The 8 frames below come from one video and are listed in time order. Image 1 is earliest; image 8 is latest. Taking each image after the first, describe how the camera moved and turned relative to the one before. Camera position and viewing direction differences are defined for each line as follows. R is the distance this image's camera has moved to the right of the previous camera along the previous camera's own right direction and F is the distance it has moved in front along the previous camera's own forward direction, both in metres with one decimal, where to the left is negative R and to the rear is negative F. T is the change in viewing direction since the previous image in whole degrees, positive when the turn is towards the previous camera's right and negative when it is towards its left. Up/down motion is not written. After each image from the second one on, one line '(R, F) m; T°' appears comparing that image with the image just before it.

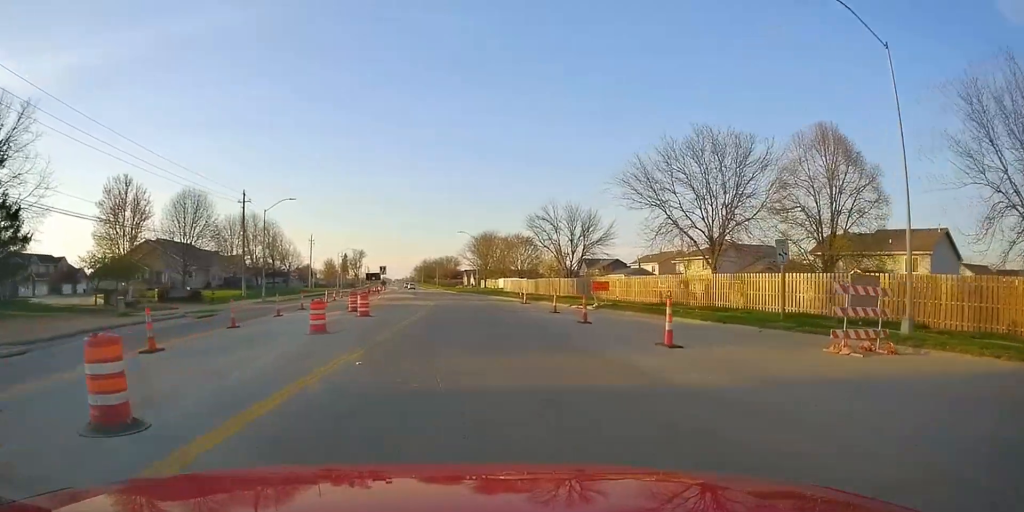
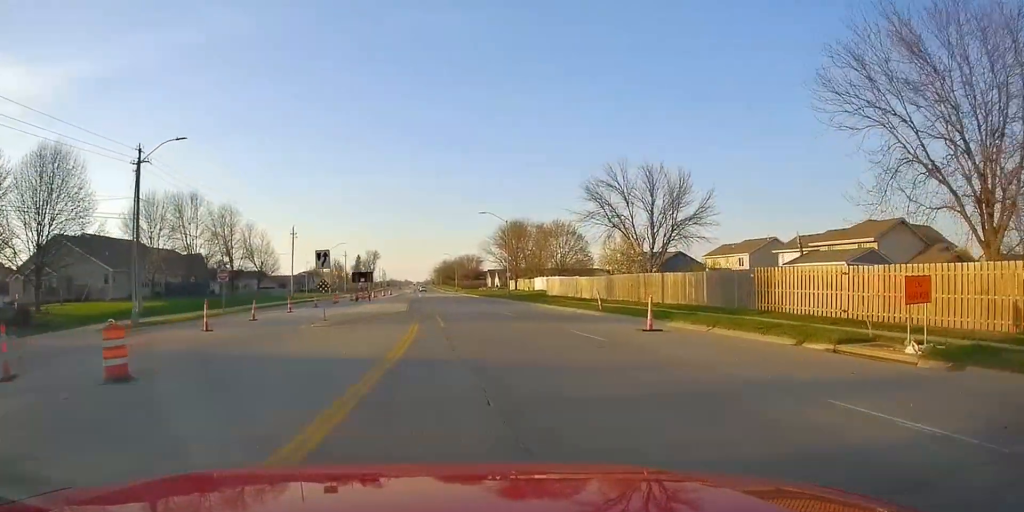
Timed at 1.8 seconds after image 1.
(+0.6, +28.0) m; 0°
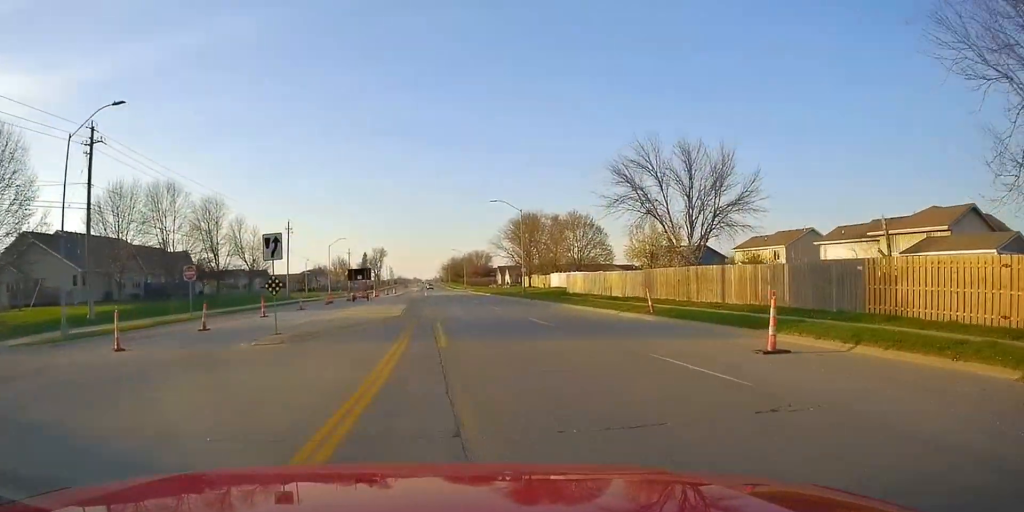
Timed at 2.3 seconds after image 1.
(-0.2, +7.5) m; 0°
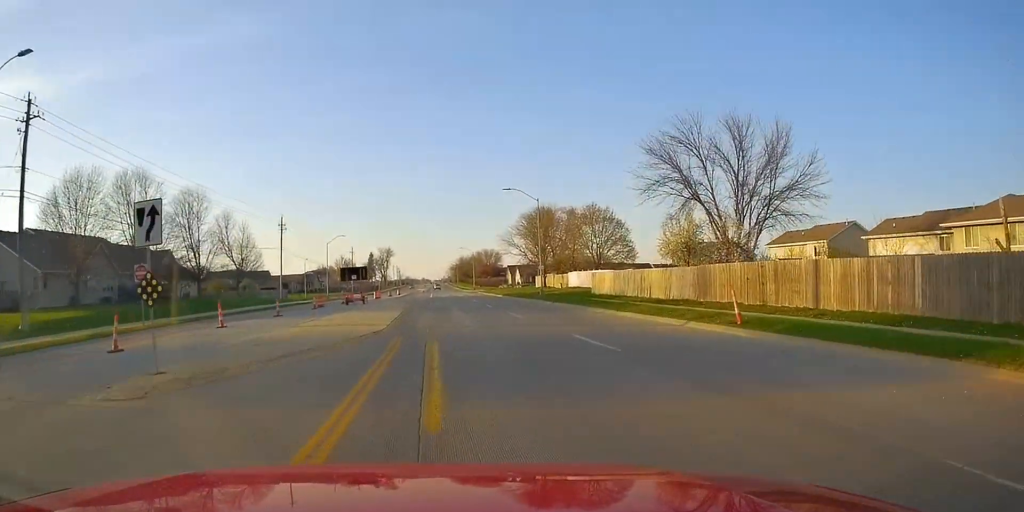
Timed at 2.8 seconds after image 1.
(-0.2, +7.5) m; 0°
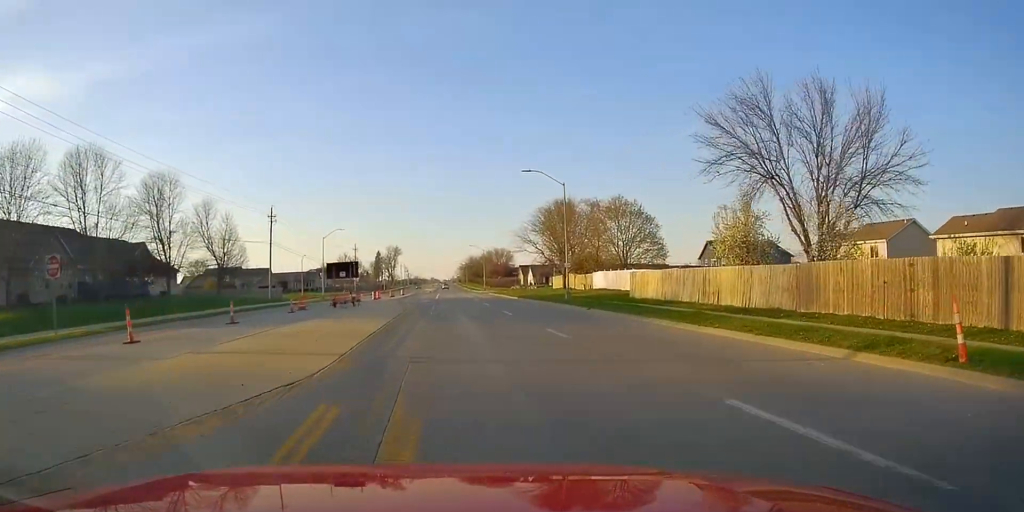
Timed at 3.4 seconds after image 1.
(+0.2, +8.8) m; -1°
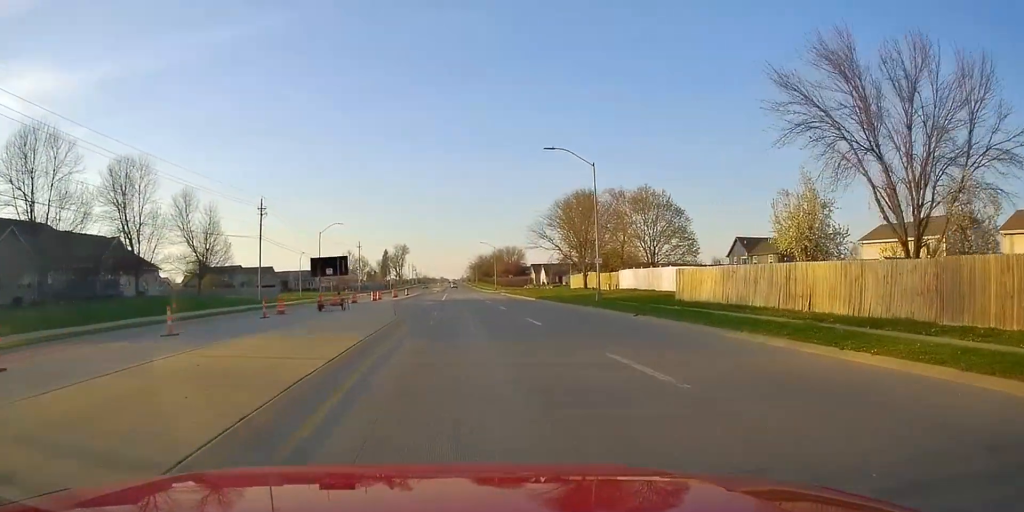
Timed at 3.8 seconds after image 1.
(+0.3, +7.5) m; -1°
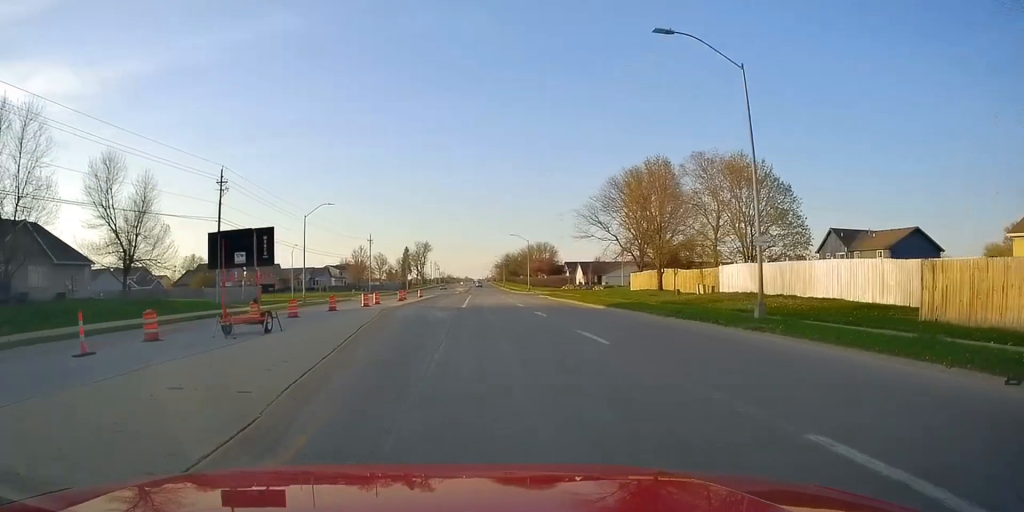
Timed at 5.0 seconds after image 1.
(-1.3, +18.2) m; -7°
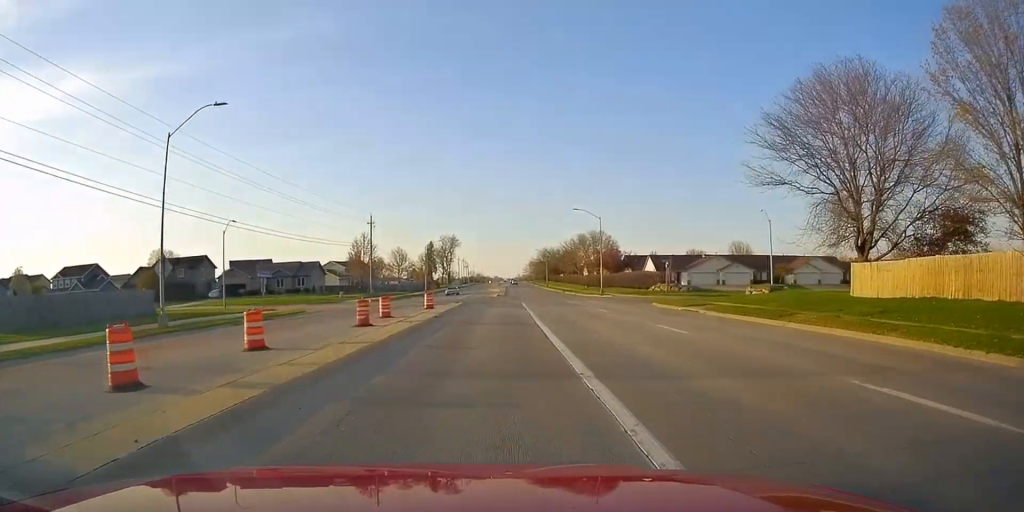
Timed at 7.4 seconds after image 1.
(-0.1, +33.9) m; +3°
